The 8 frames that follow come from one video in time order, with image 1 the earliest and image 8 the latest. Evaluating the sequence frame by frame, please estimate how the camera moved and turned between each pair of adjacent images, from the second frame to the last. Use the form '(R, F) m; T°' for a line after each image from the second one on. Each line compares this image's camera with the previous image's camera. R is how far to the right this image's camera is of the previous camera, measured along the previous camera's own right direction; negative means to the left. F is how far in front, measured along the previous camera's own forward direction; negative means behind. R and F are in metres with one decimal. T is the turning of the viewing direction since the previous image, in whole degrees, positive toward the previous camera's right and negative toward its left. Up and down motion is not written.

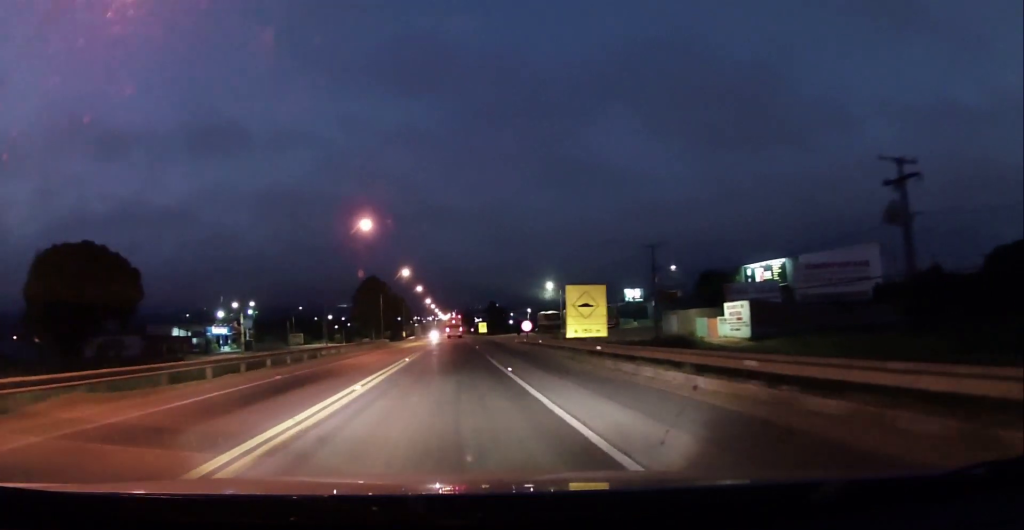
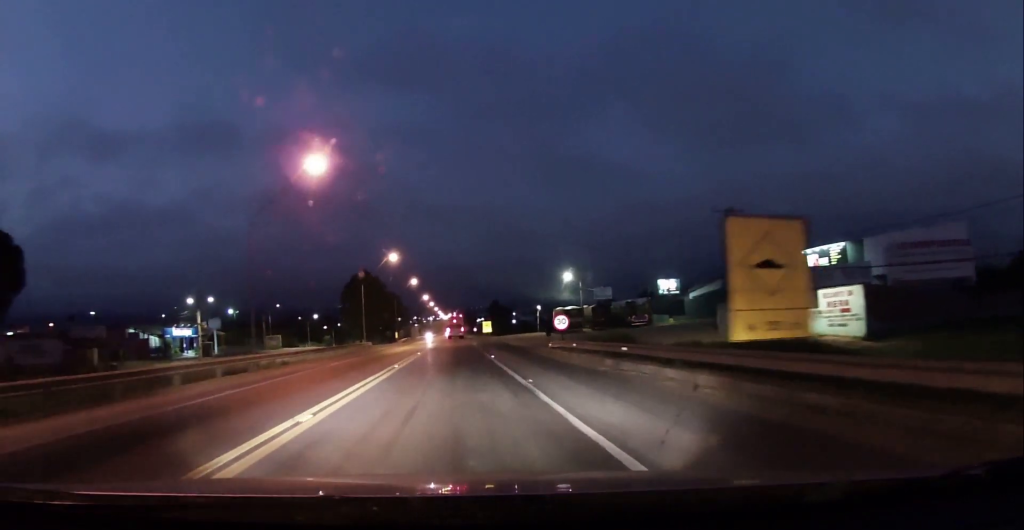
(+0.1, +18.5) m; -1°
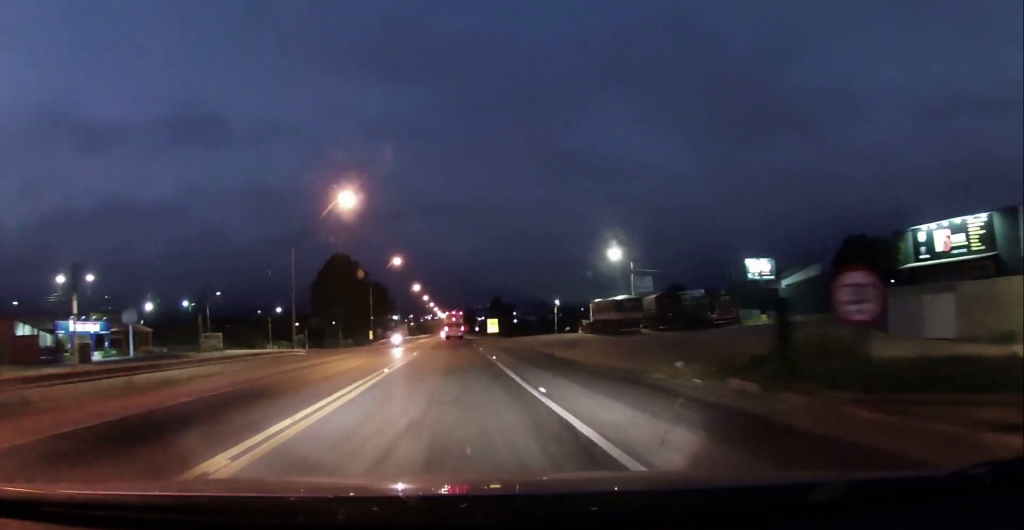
(-0.2, +31.3) m; +1°
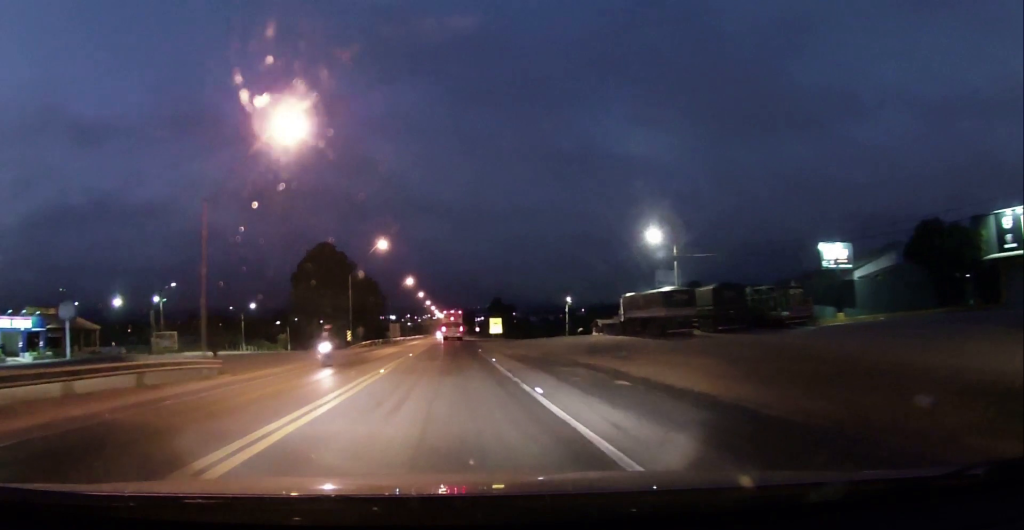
(+0.2, +15.3) m; 0°
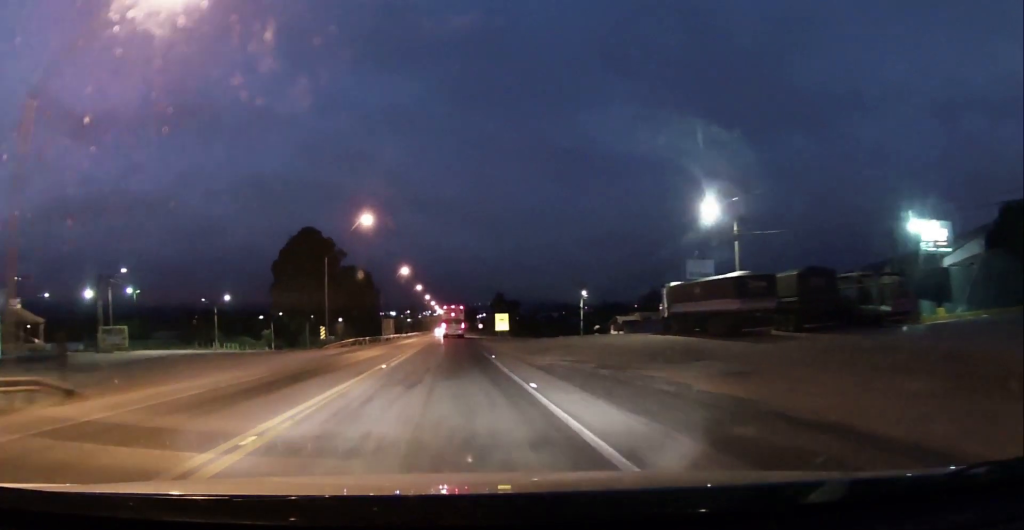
(0.0, +13.3) m; 0°
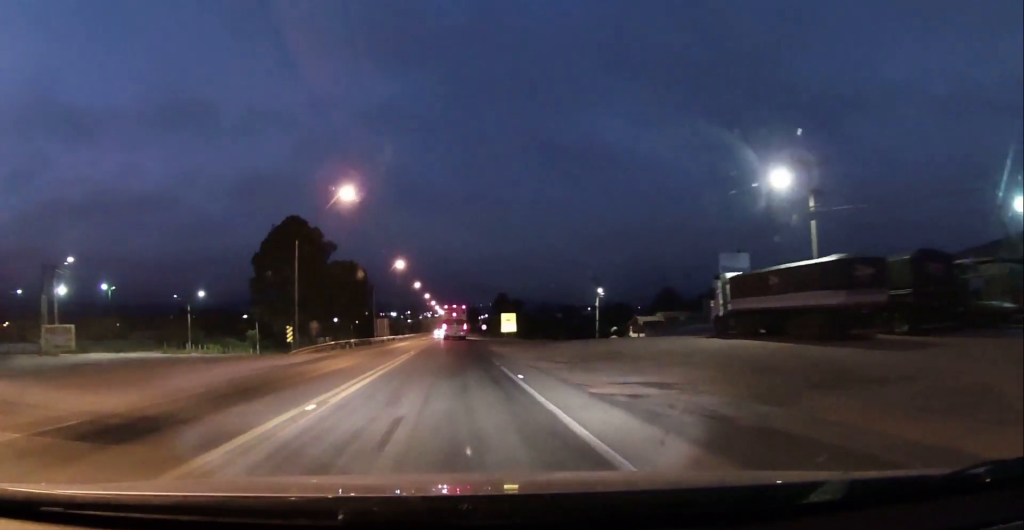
(-0.2, +11.3) m; 0°
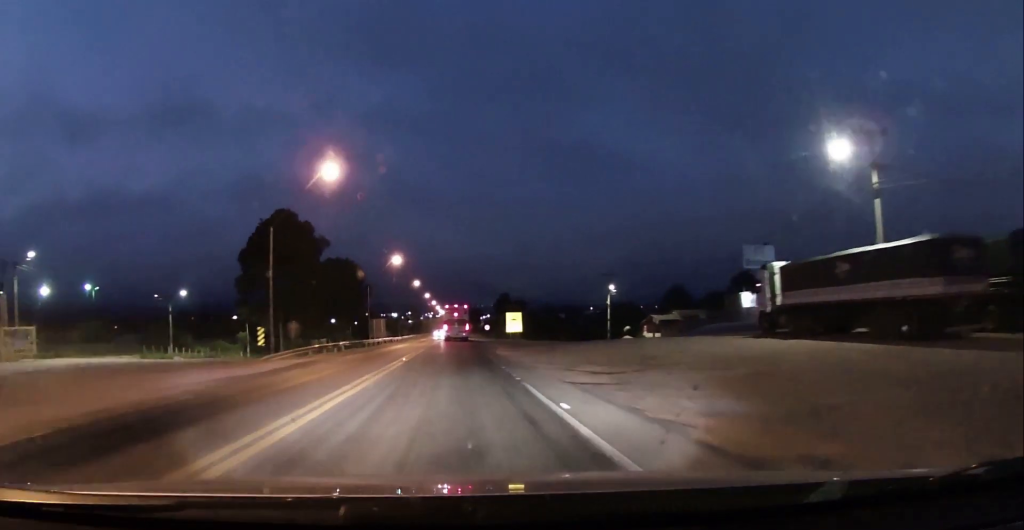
(+0.1, +6.6) m; 0°
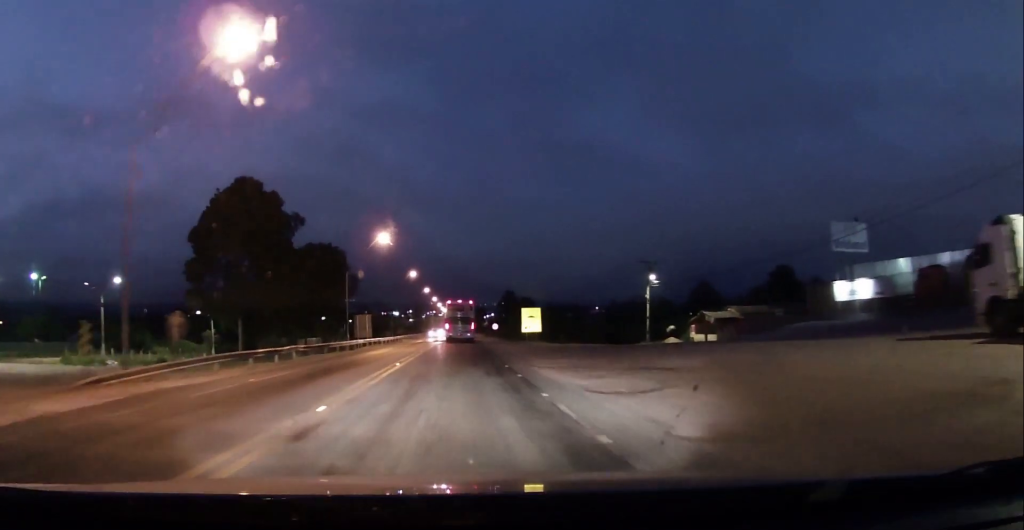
(+0.2, +17.9) m; -1°
